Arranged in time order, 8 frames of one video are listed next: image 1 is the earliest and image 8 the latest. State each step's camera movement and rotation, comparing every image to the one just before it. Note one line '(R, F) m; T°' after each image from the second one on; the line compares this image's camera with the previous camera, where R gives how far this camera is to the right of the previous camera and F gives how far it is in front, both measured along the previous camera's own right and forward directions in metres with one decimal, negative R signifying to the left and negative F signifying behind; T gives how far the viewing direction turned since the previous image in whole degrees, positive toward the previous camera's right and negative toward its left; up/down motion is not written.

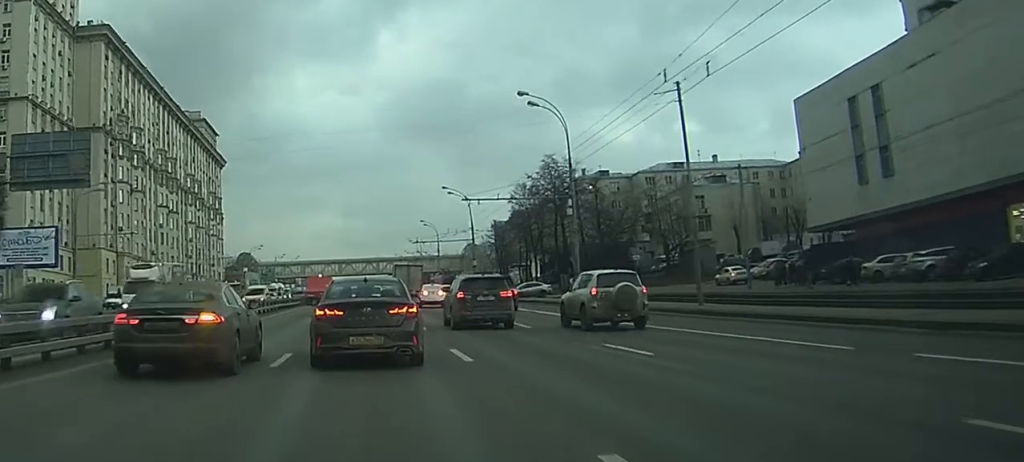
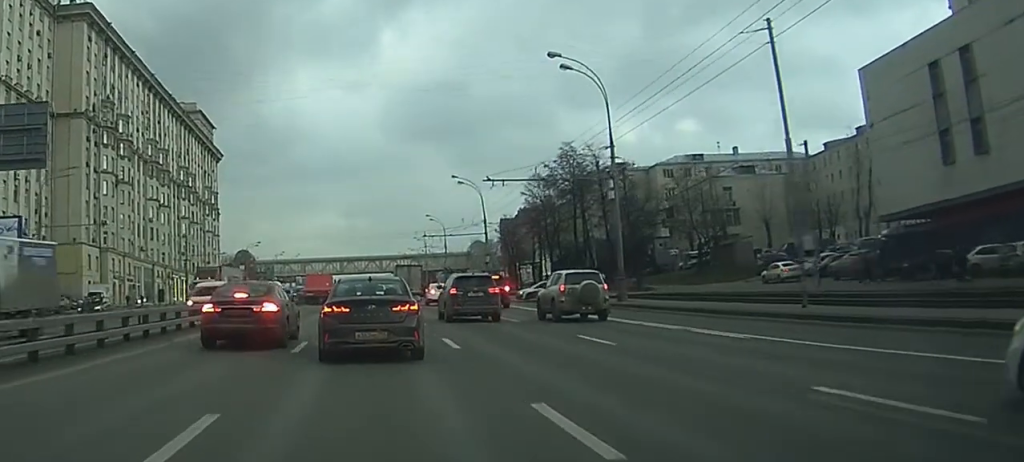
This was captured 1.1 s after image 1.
(0.0, +9.0) m; 0°
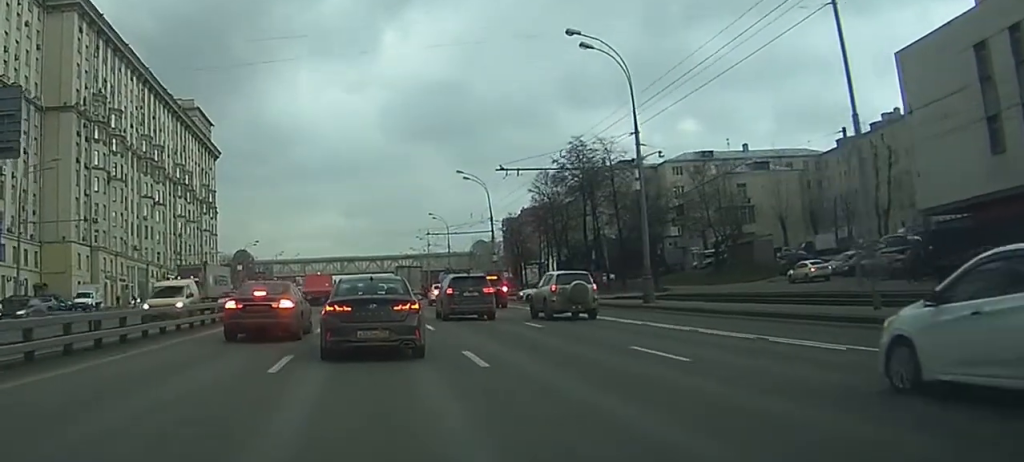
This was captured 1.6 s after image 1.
(0.0, +4.2) m; 0°
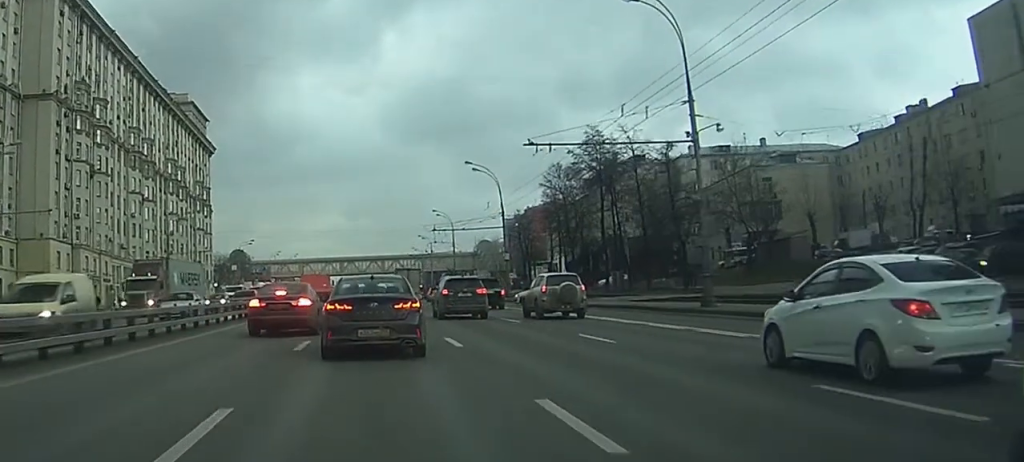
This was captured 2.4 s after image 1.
(0.0, +7.2) m; +1°
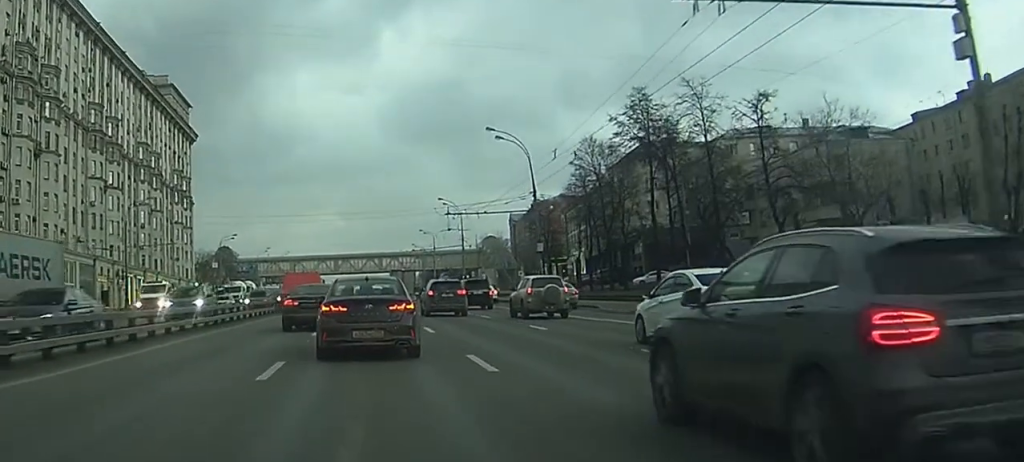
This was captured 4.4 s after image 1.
(+0.1, +17.5) m; 0°
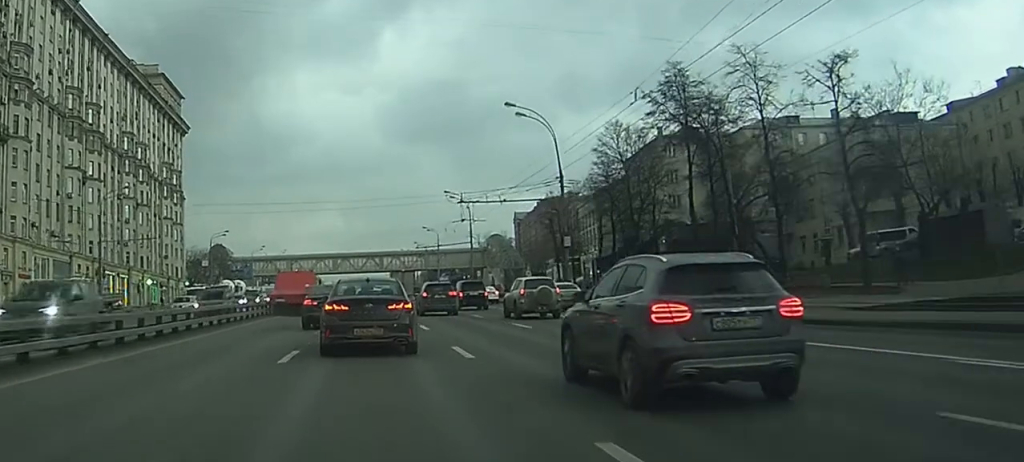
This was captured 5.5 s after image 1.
(0.0, +9.7) m; 0°
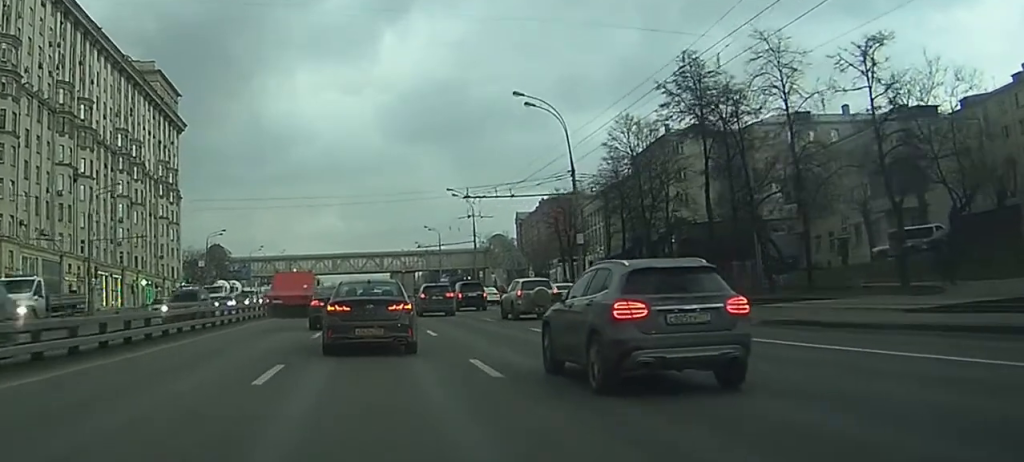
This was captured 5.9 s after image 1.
(0.0, +3.6) m; 0°
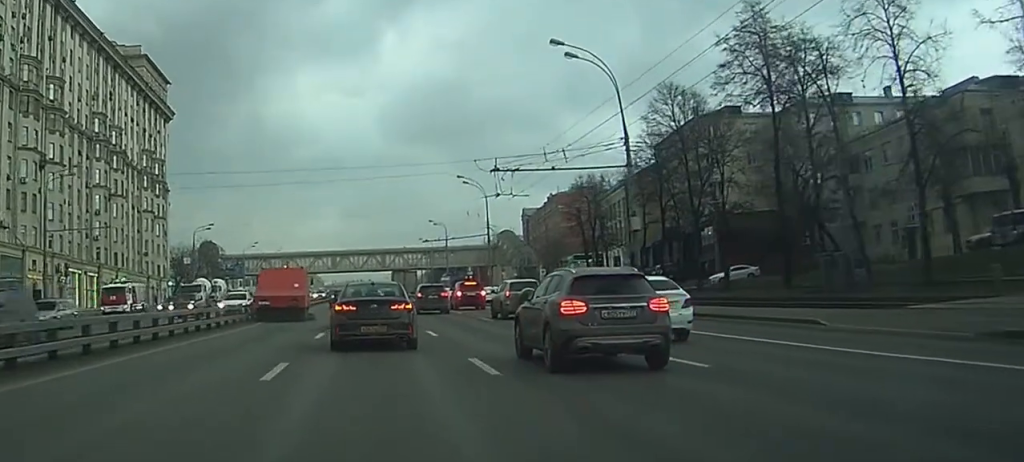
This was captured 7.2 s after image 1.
(0.0, +11.8) m; -1°
